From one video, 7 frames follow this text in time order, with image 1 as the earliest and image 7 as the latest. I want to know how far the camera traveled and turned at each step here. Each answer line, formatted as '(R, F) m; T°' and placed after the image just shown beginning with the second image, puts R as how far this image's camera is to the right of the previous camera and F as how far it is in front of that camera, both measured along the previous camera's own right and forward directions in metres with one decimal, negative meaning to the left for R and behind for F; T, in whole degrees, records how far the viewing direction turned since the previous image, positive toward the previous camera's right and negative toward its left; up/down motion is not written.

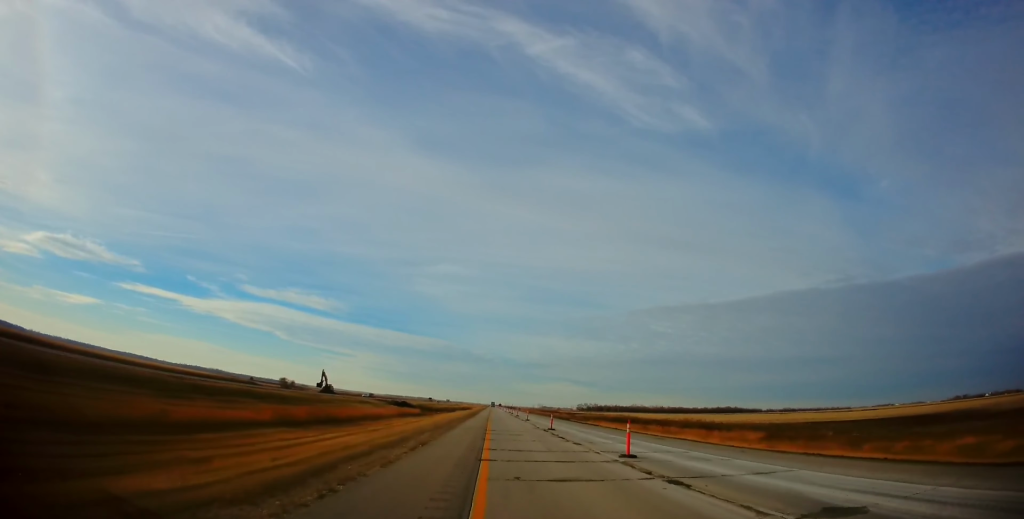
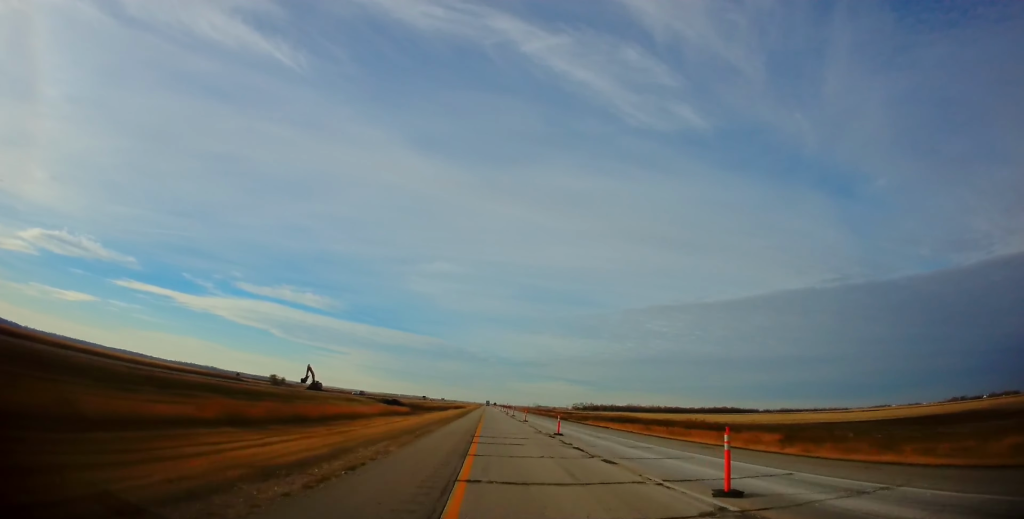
(0.0, +8.3) m; 0°
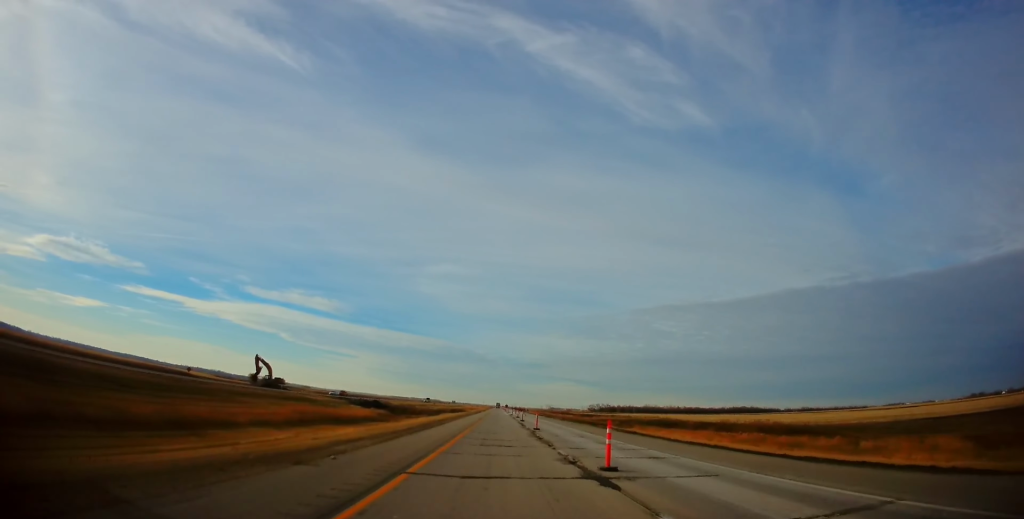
(+0.2, +41.1) m; 0°
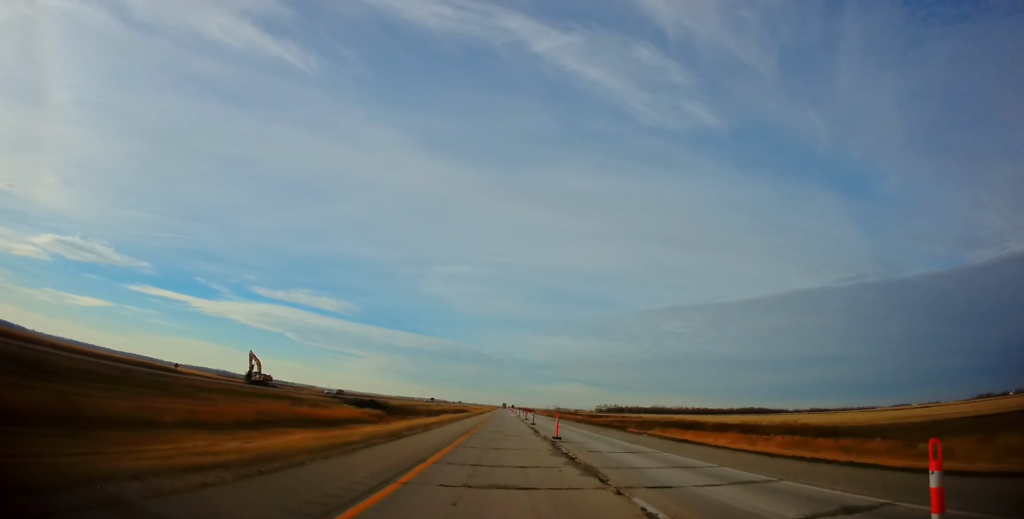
(0.0, +10.6) m; -1°
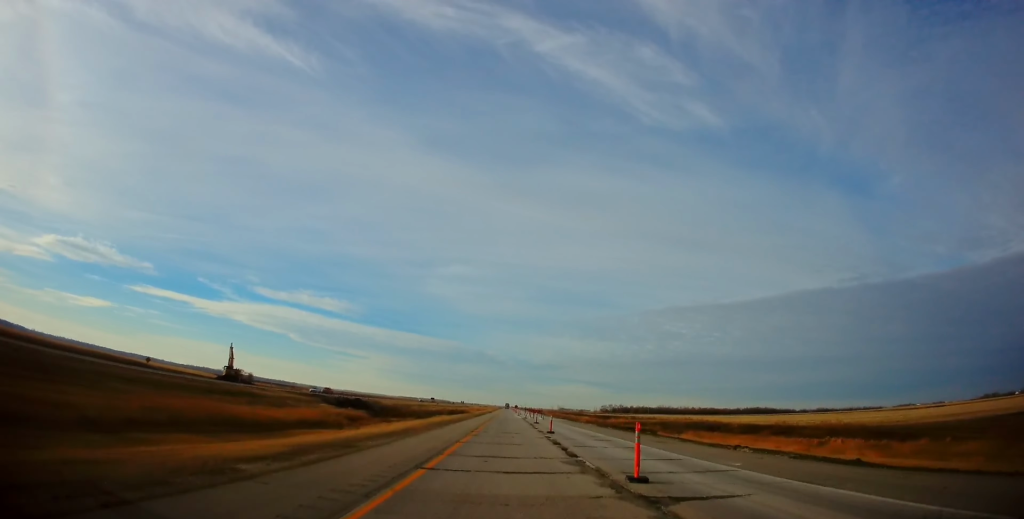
(-0.2, +15.7) m; -1°
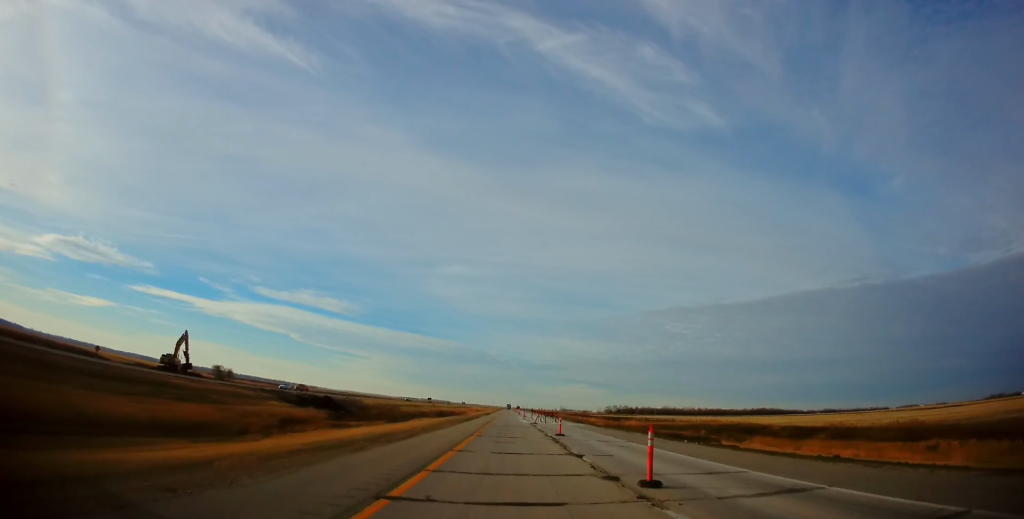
(-0.3, +22.2) m; 0°
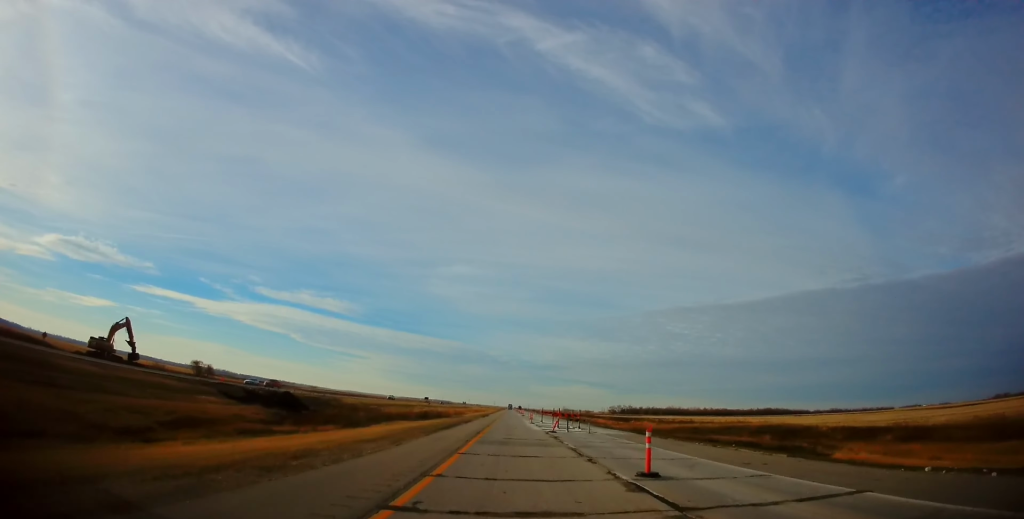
(+0.2, +19.2) m; 0°
